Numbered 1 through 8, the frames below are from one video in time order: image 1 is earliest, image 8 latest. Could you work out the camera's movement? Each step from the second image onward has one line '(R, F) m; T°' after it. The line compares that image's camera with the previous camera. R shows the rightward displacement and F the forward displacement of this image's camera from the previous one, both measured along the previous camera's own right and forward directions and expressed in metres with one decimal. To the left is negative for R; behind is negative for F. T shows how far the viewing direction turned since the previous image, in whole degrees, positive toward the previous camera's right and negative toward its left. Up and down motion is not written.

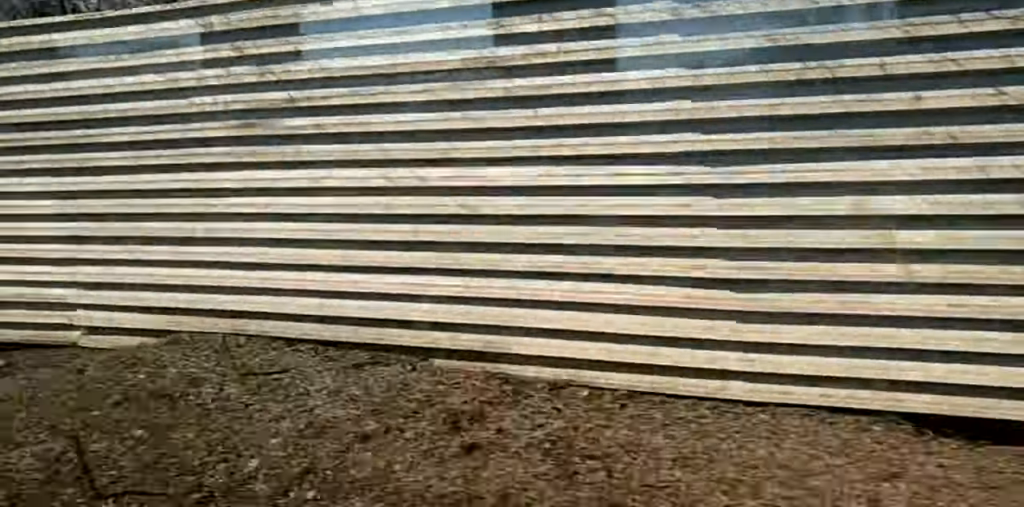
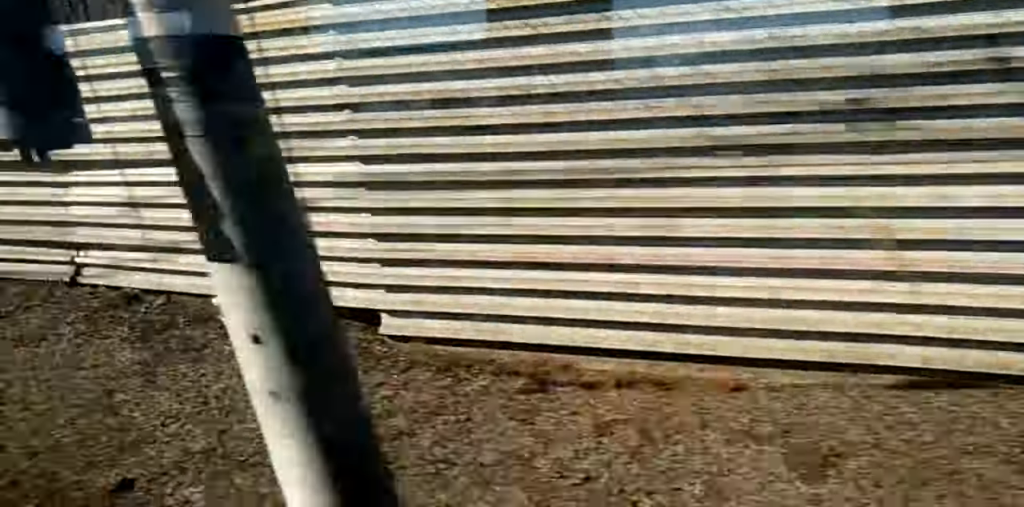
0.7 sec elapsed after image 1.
(0.0, +15.6) m; 0°
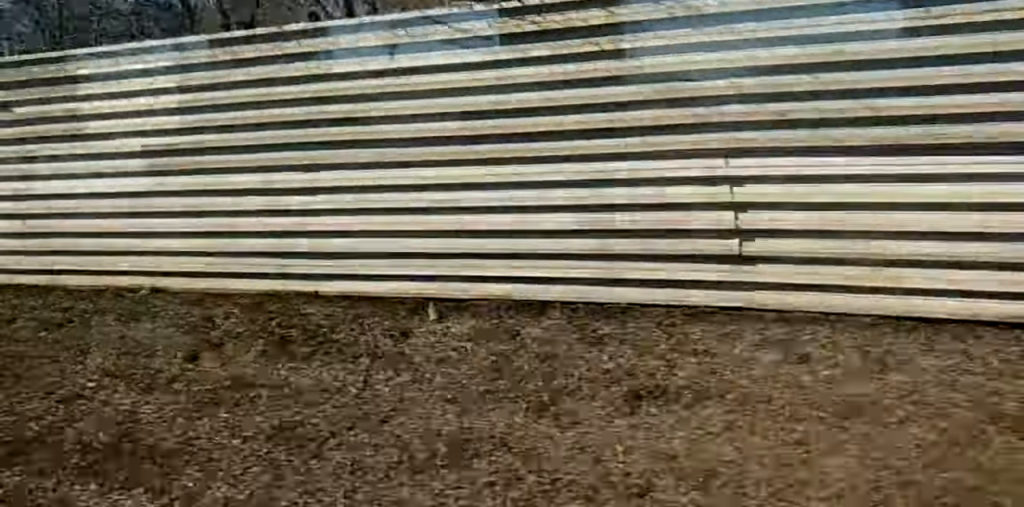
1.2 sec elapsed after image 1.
(0.0, +11.3) m; 0°
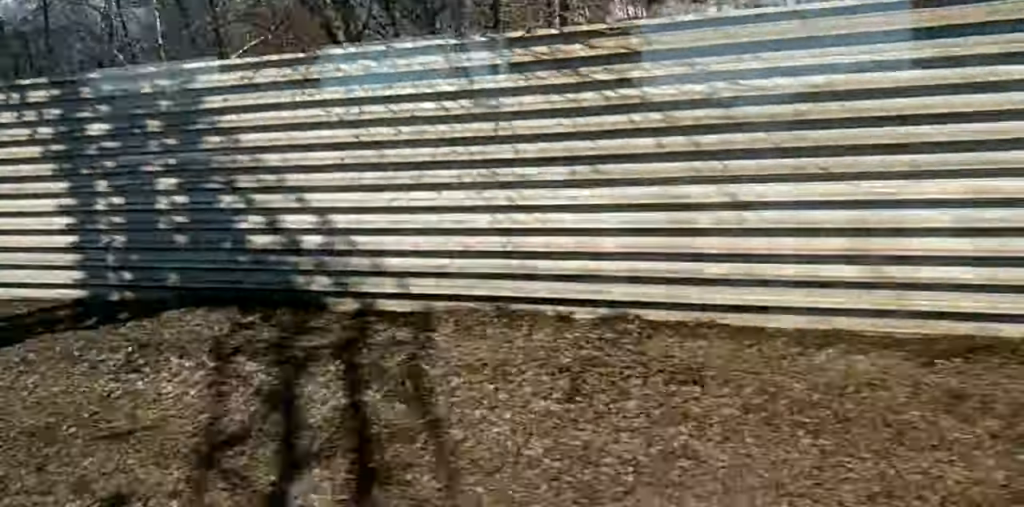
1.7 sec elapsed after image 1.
(0.0, +10.4) m; 0°
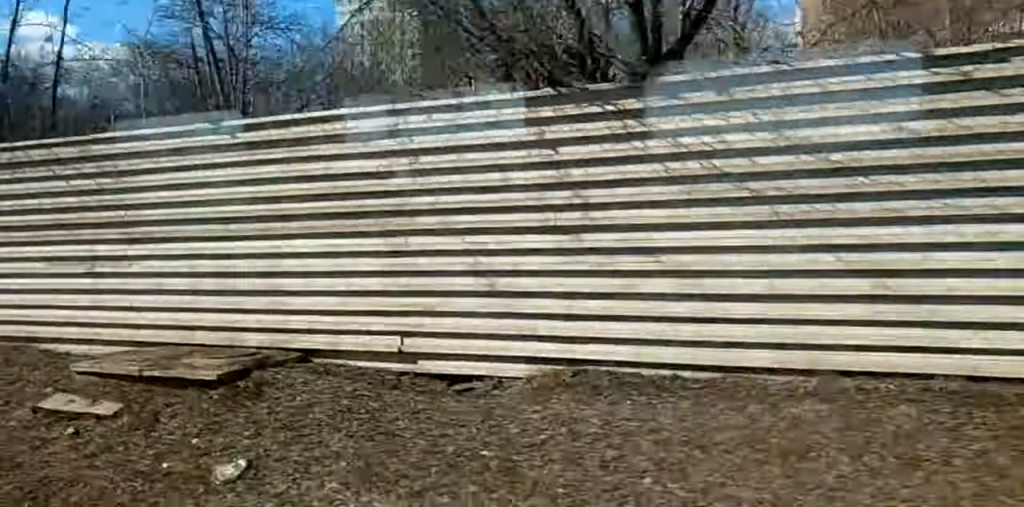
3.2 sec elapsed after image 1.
(0.0, +32.9) m; 0°
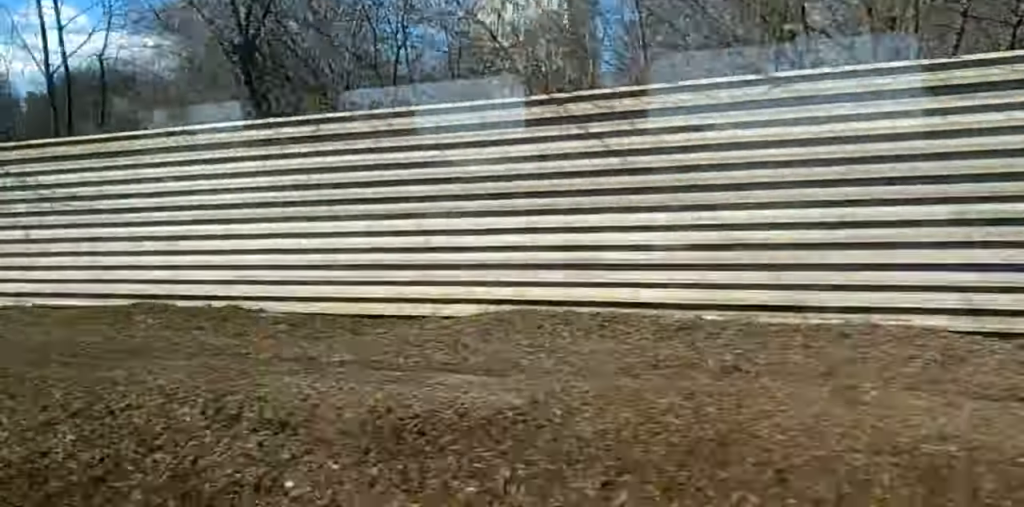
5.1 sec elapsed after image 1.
(0.0, +39.6) m; 0°
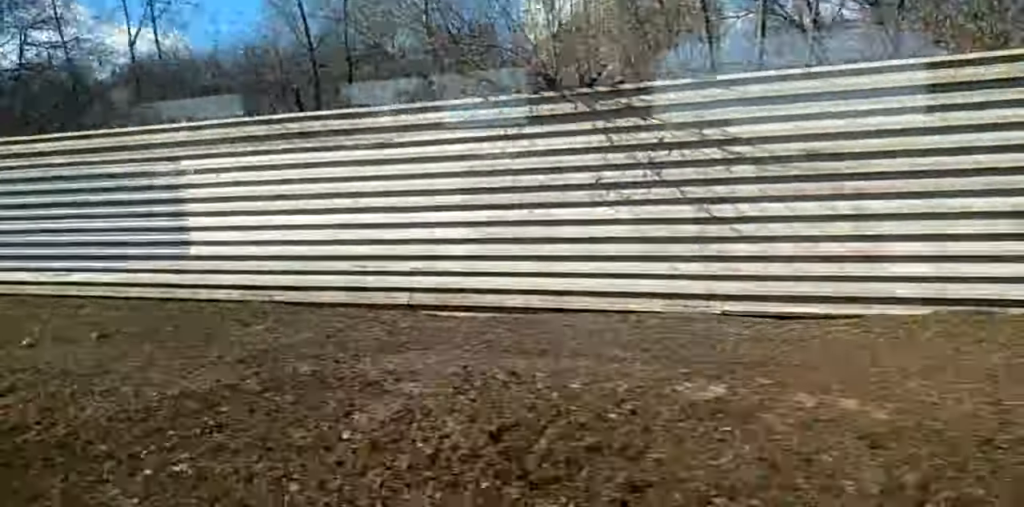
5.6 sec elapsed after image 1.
(0.0, +11.1) m; 0°
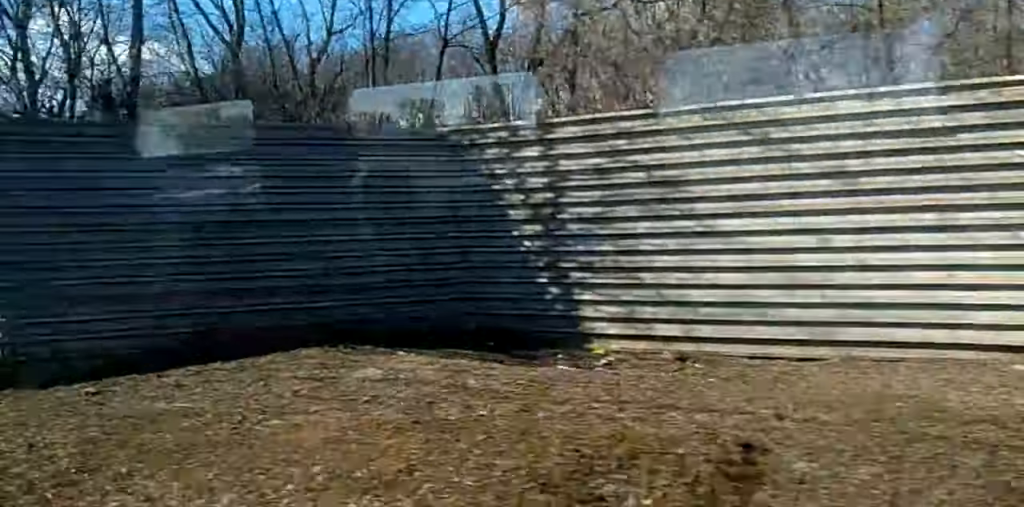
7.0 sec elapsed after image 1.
(0.0, +28.9) m; 0°
